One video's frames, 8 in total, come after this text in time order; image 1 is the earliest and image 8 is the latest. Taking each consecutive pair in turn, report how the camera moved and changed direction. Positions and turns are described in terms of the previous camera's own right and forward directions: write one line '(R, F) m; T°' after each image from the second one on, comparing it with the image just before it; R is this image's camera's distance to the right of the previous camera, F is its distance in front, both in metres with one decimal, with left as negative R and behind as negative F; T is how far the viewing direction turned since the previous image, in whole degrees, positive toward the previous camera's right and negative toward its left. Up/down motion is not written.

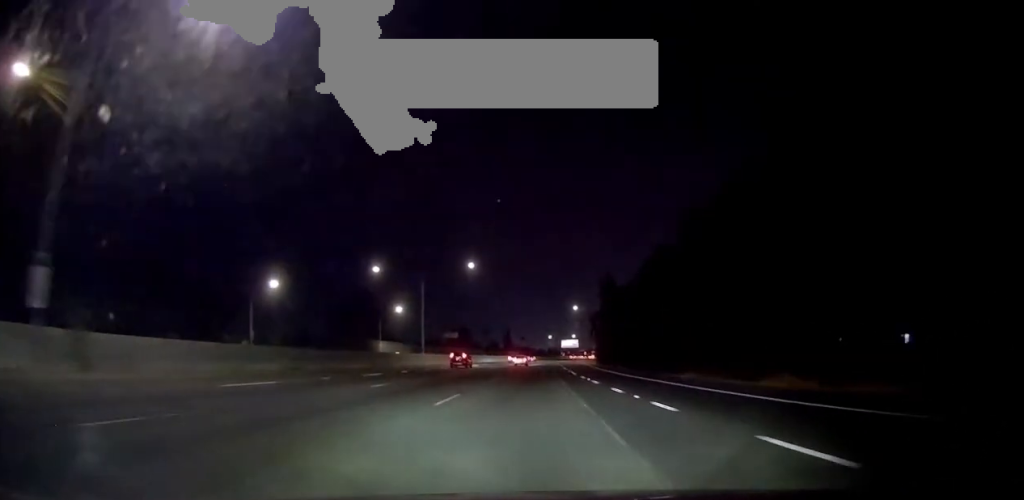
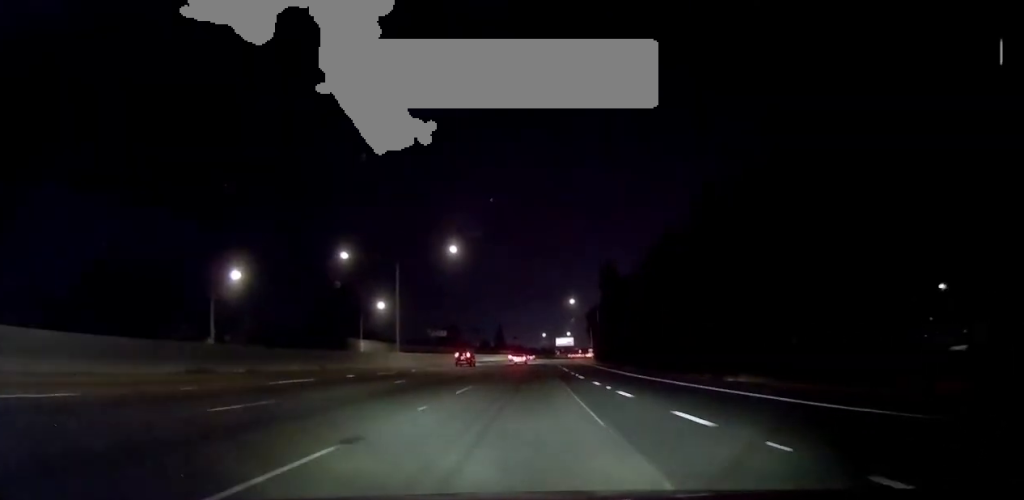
(+0.1, +10.9) m; +1°
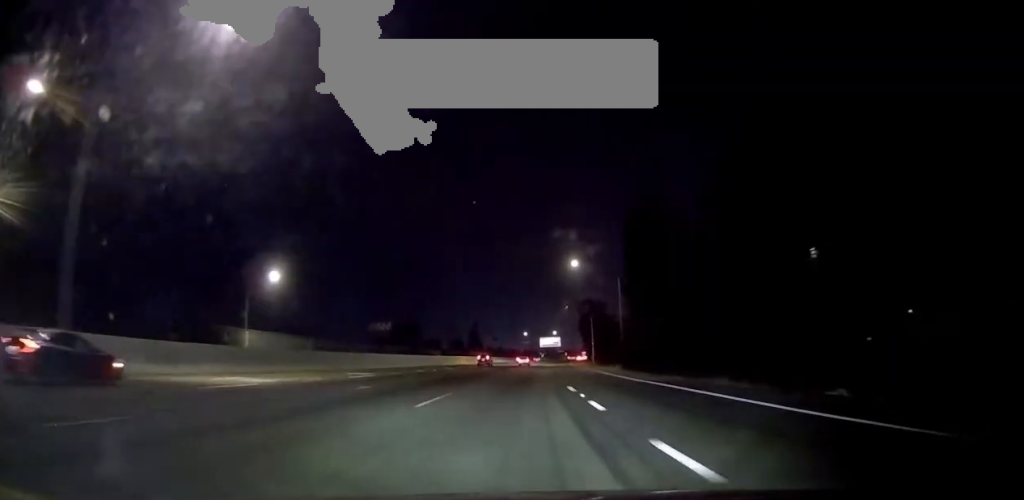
(+1.6, +49.3) m; +3°
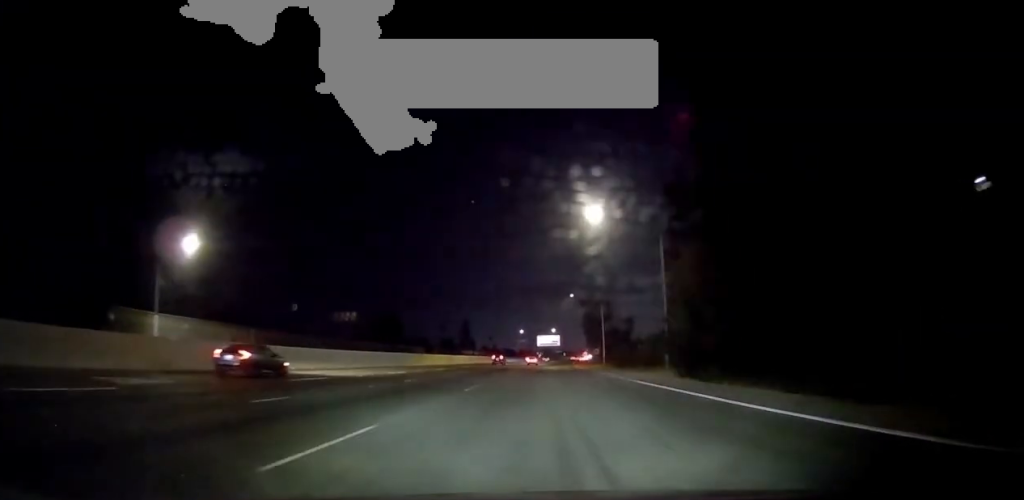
(-0.2, +23.0) m; -1°
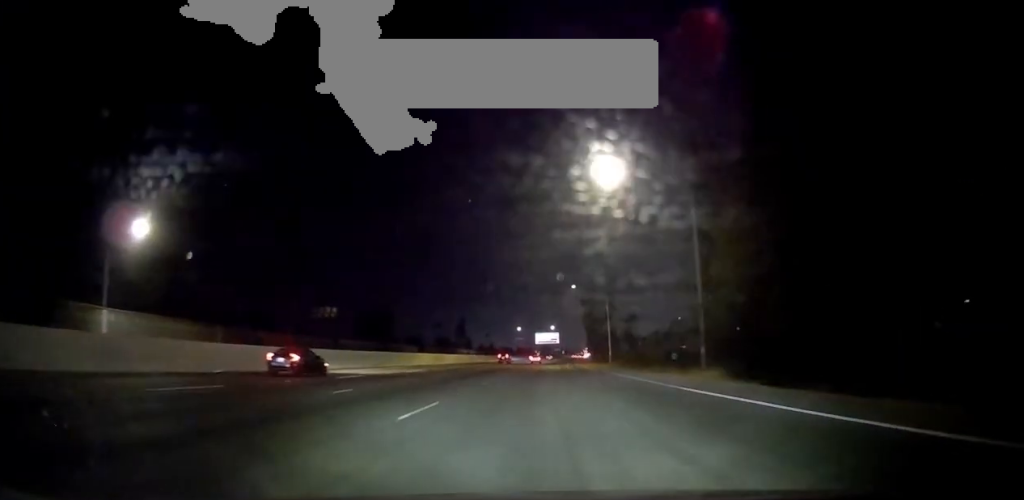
(-0.3, +9.5) m; 0°
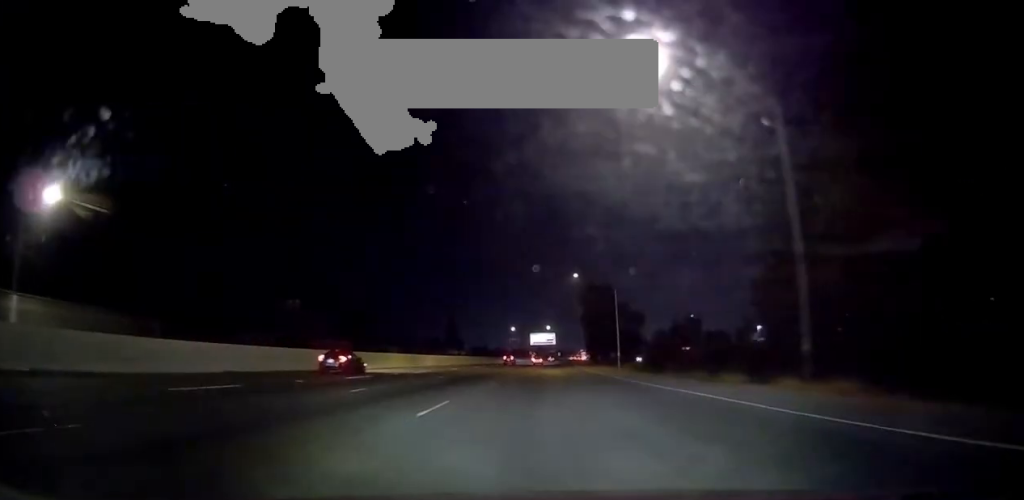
(-0.1, +13.4) m; 0°
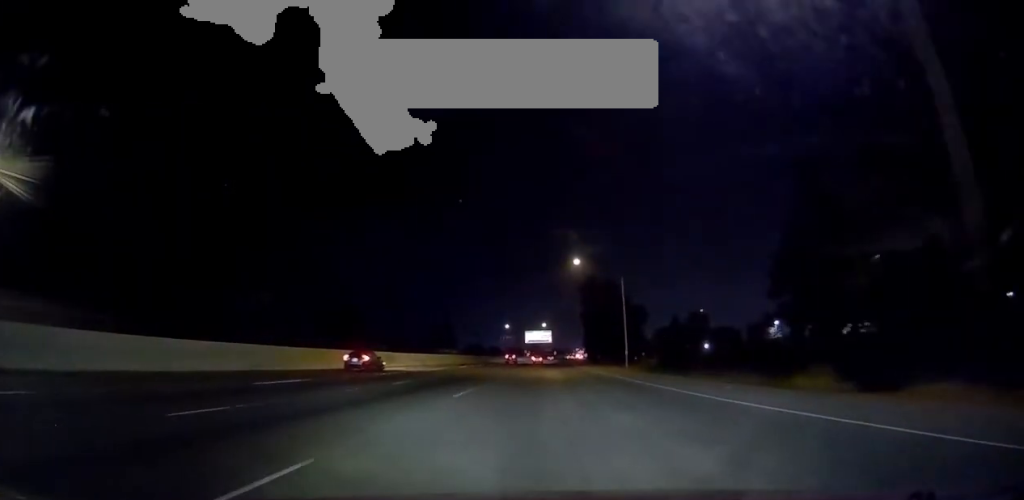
(+0.2, +9.5) m; +1°
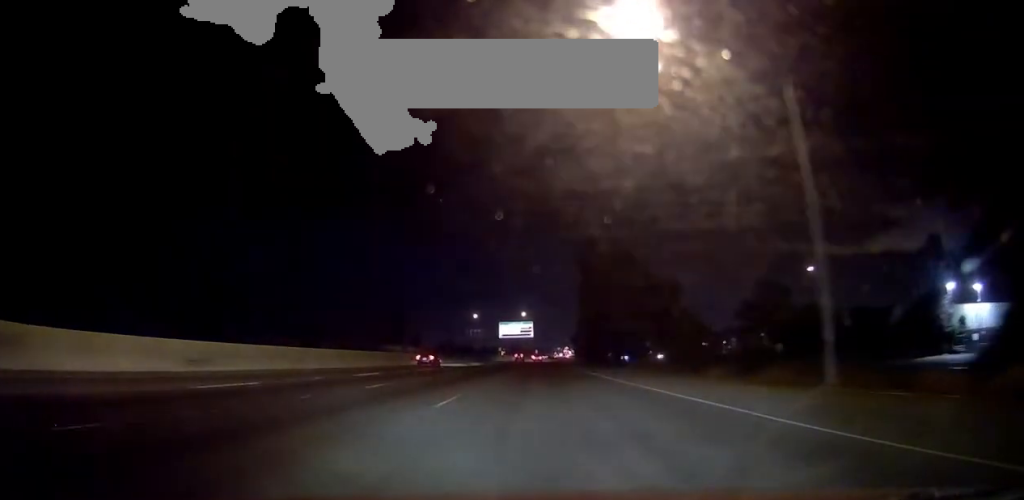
(+2.0, +47.5) m; +3°
